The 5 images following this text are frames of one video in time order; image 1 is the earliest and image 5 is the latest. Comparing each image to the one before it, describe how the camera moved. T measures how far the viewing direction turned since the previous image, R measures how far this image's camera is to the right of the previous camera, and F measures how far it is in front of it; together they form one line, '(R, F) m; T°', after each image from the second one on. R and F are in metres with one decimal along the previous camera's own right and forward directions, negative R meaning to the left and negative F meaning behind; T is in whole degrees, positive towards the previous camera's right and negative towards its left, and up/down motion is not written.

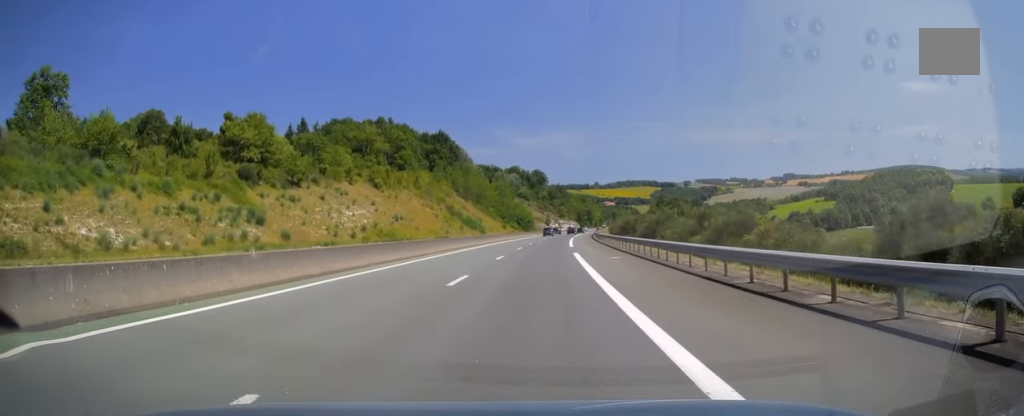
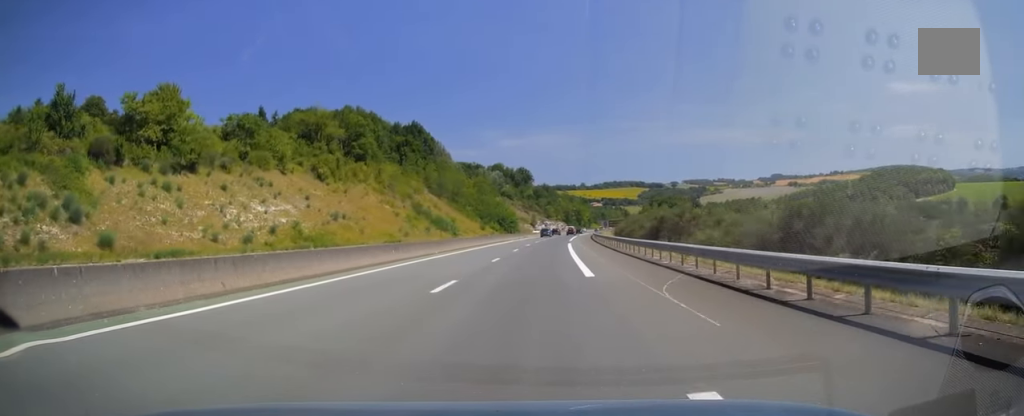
(+0.4, +27.4) m; +1°
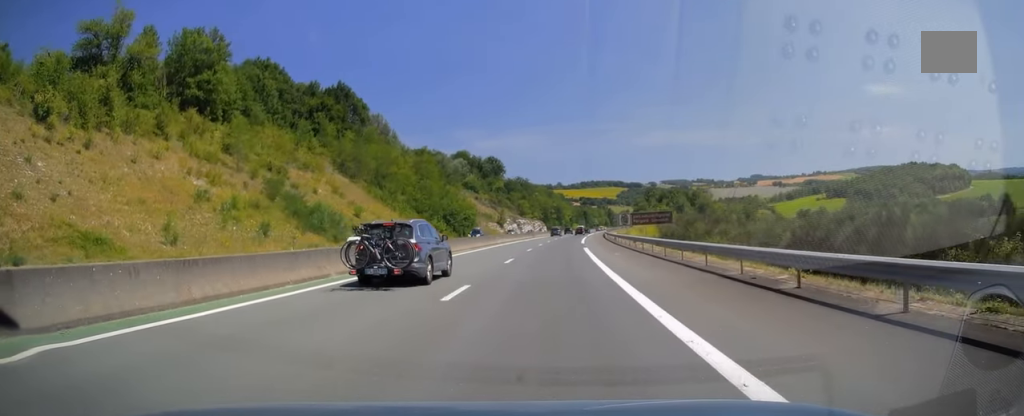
(+1.4, +66.3) m; +2°
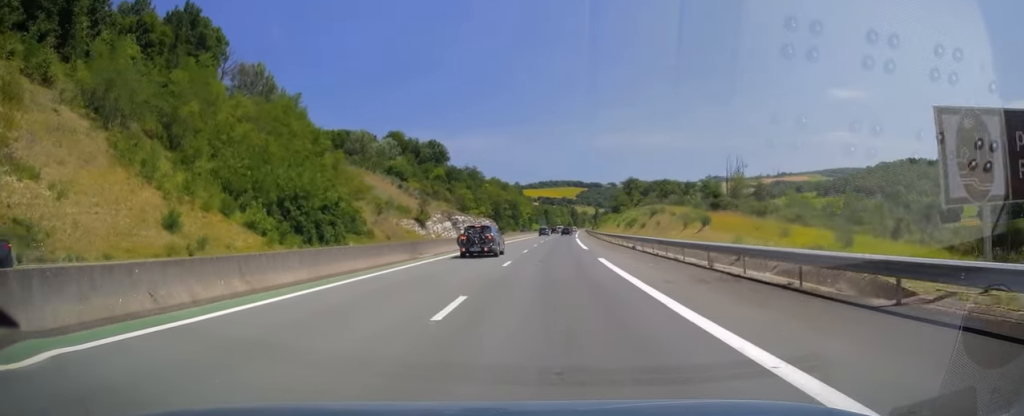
(+1.7, +67.4) m; +3°
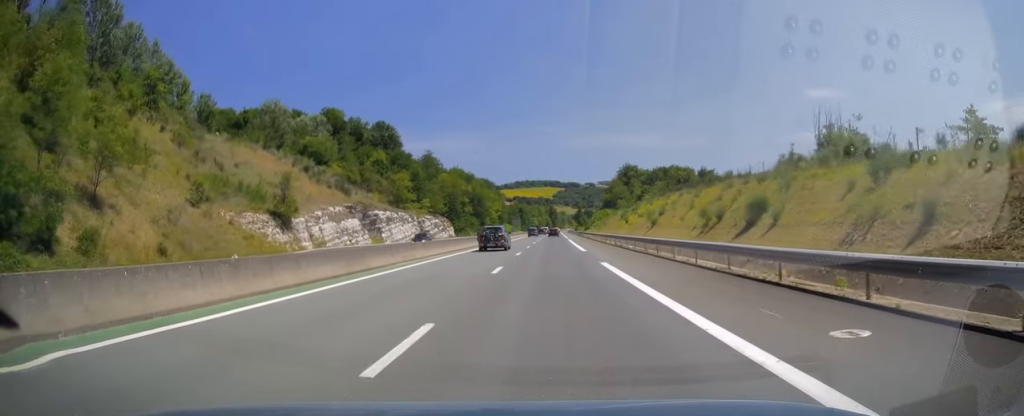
(+1.6, +55.3) m; +3°
